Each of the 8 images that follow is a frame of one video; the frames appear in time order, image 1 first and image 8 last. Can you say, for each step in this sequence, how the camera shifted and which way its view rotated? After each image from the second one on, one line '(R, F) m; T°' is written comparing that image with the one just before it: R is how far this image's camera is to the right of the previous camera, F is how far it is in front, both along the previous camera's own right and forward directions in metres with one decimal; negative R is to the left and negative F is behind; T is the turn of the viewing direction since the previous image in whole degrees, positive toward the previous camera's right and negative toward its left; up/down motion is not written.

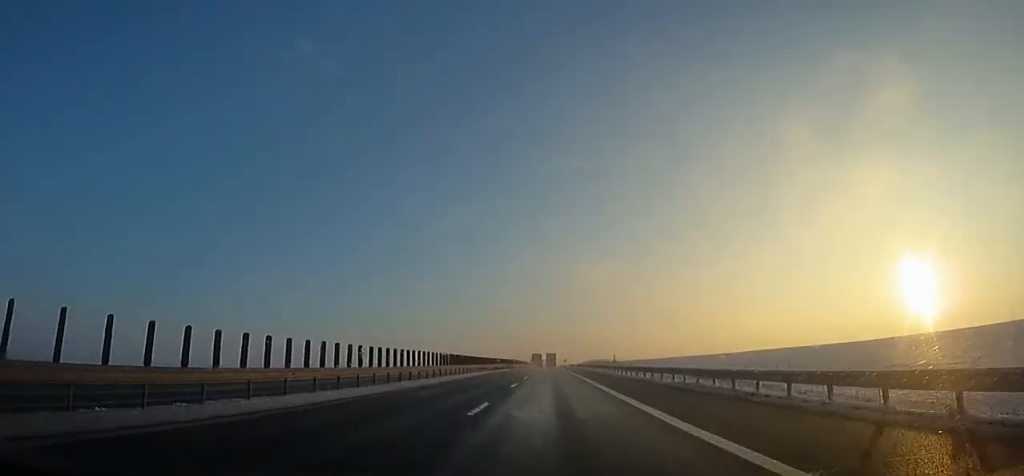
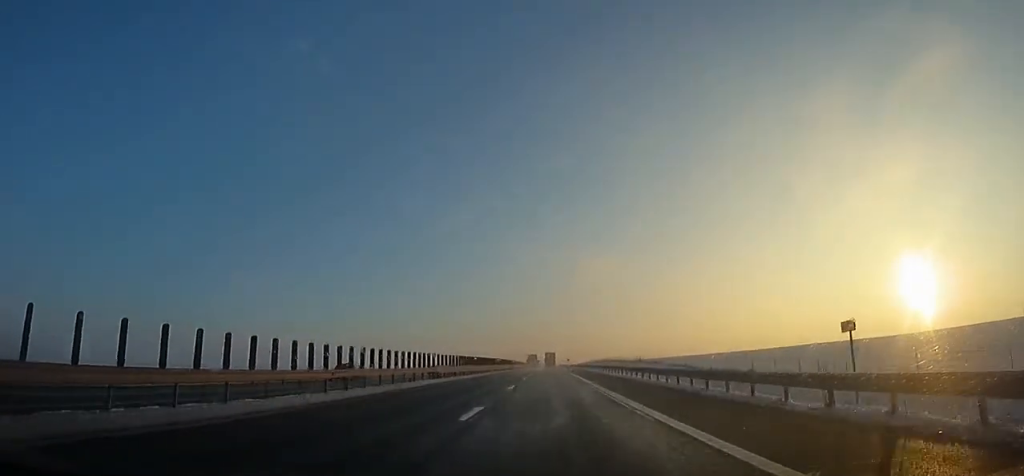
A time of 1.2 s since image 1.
(+0.1, +36.8) m; 0°
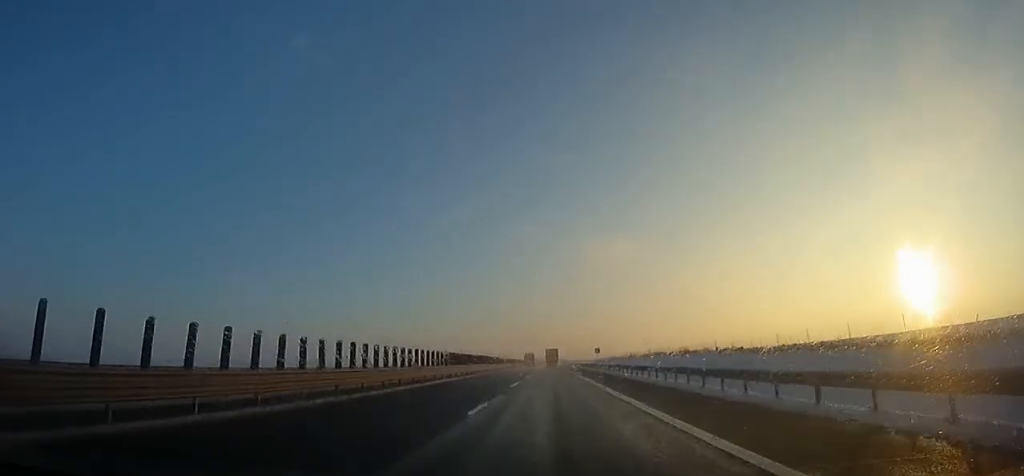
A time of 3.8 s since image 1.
(0.0, +83.1) m; 0°
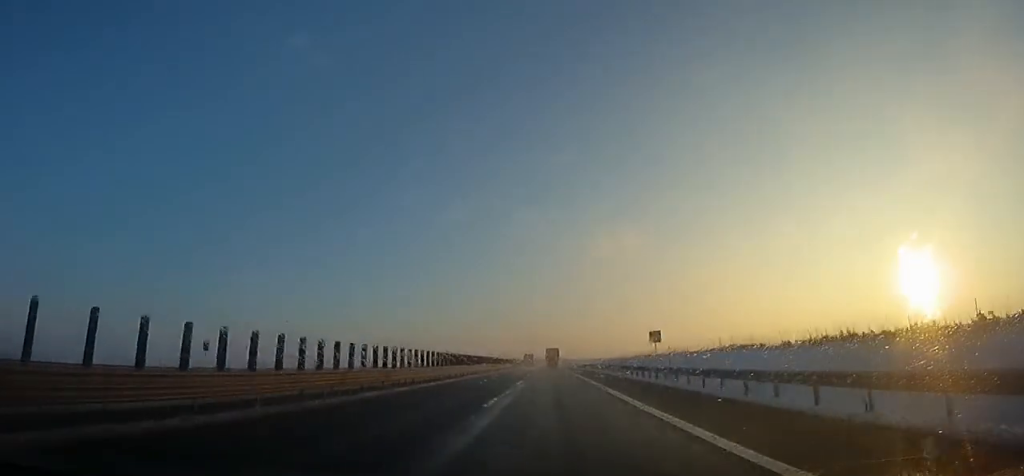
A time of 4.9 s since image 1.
(0.0, +33.7) m; 0°
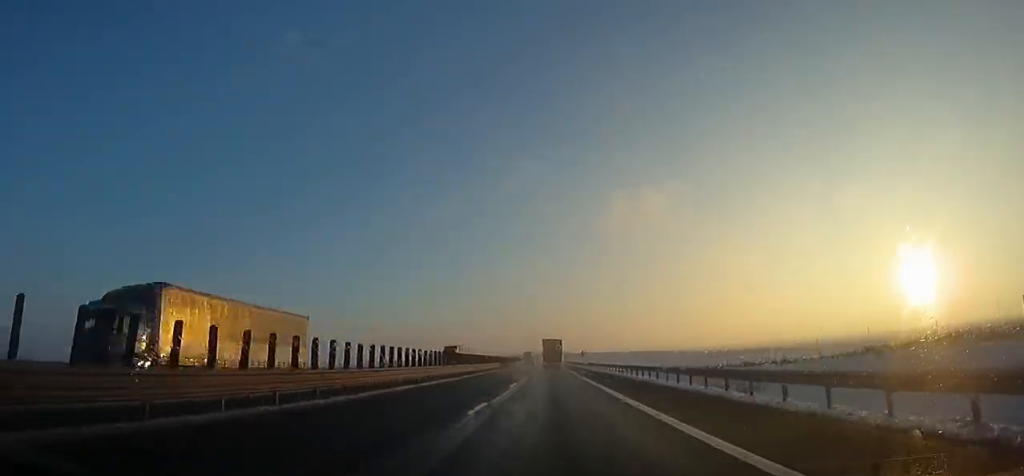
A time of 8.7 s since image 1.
(-0.1, +122.6) m; 0°
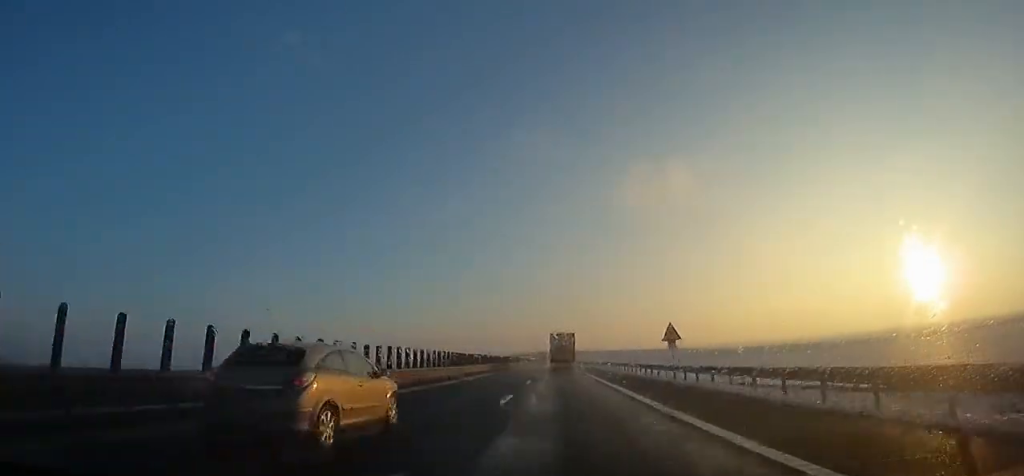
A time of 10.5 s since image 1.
(0.0, +56.9) m; -1°
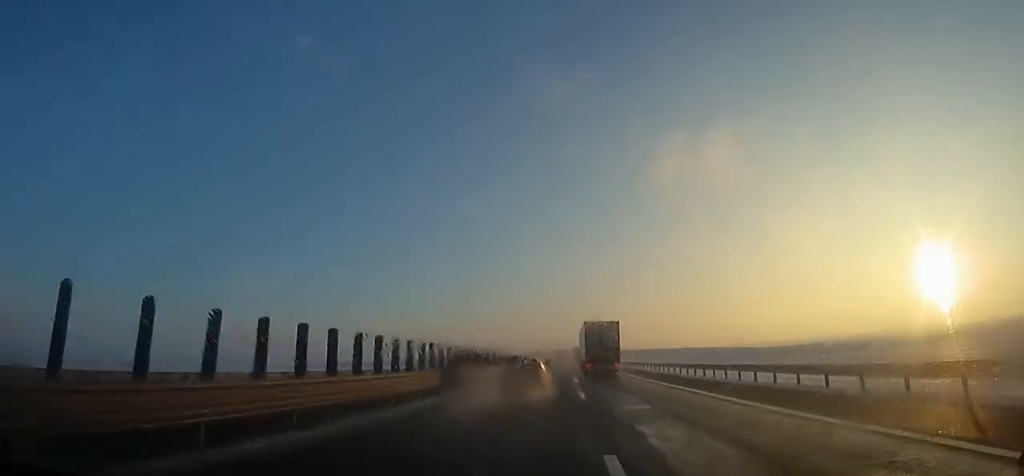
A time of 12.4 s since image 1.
(-0.8, +59.2) m; -1°
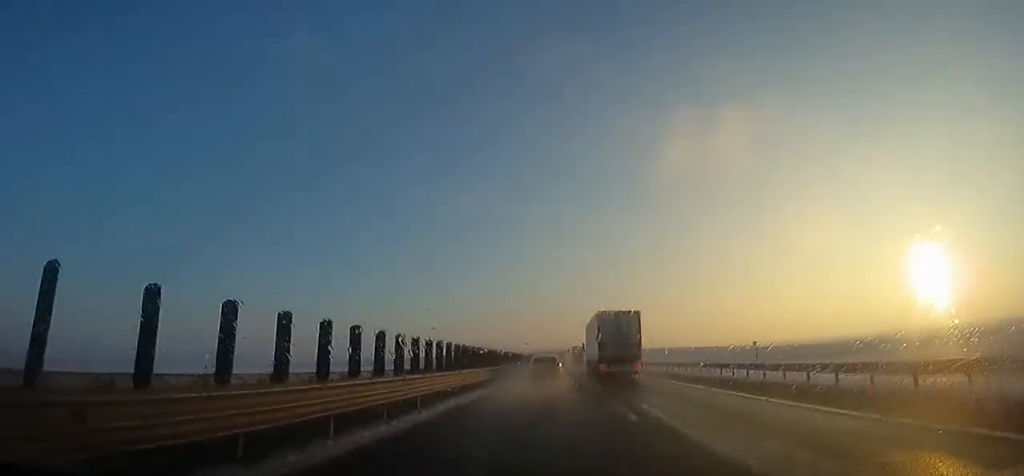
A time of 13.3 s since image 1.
(-0.2, +27.4) m; 0°
